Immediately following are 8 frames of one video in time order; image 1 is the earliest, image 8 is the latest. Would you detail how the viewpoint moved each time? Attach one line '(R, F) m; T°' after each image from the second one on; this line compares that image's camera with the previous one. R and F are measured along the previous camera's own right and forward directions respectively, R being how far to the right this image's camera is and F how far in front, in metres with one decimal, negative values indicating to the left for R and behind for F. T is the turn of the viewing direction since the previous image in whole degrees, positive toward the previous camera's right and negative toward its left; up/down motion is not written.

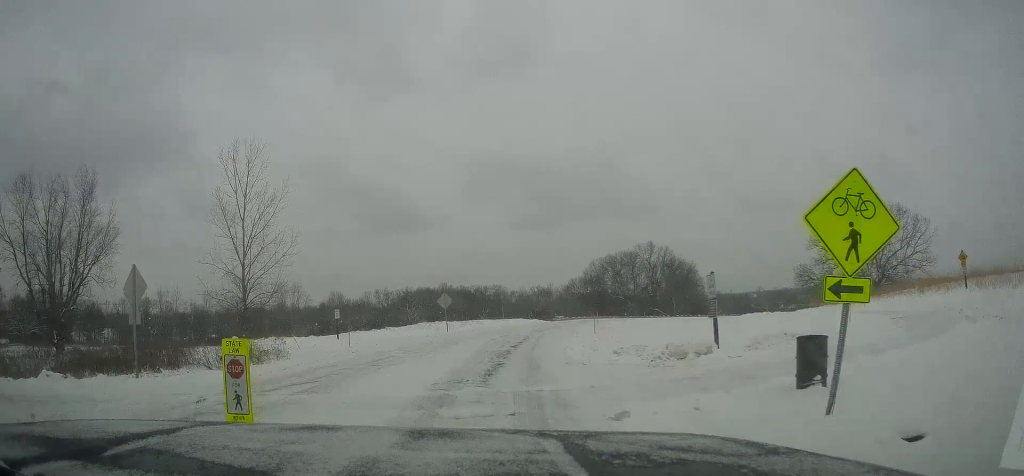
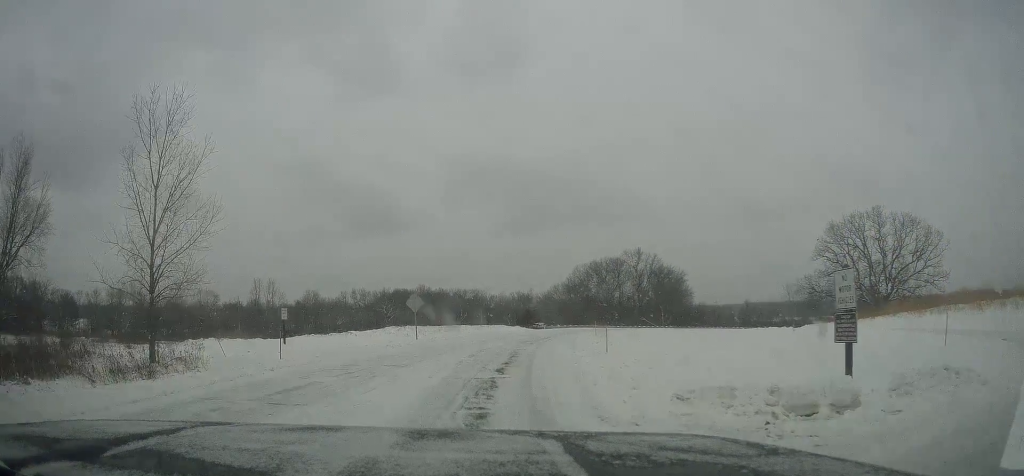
(-0.7, +6.6) m; -5°
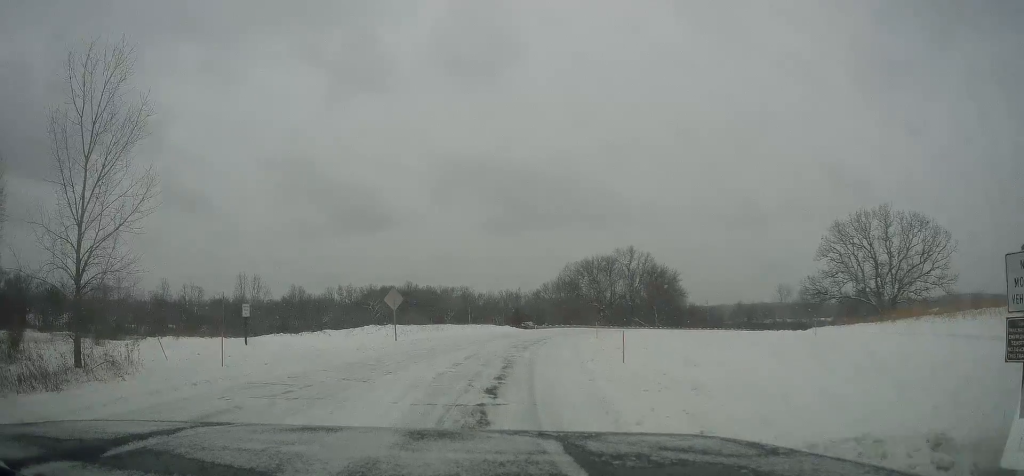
(+0.3, +4.0) m; +5°
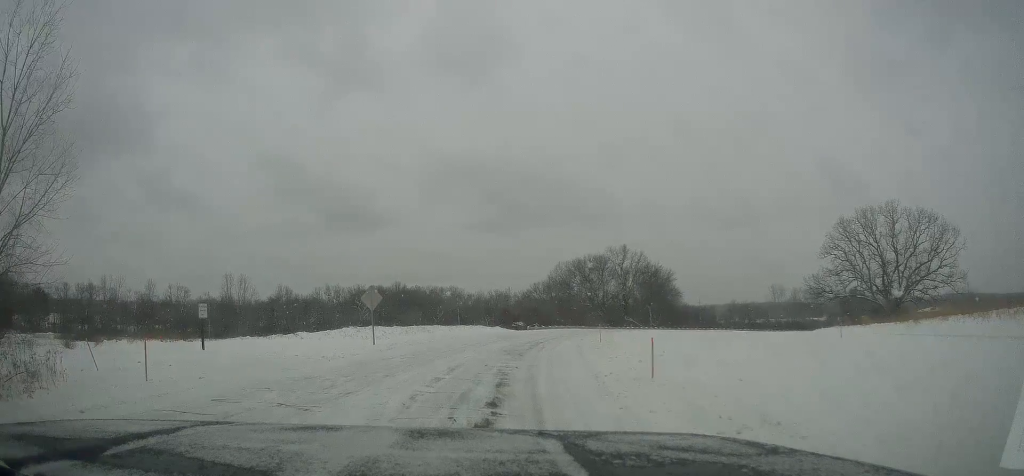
(+0.2, +3.9) m; +5°
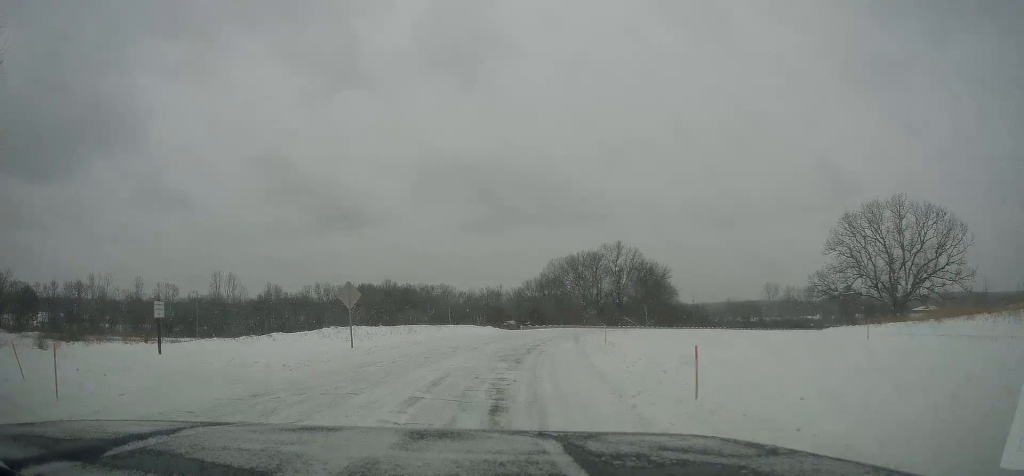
(+0.2, +3.3) m; +2°
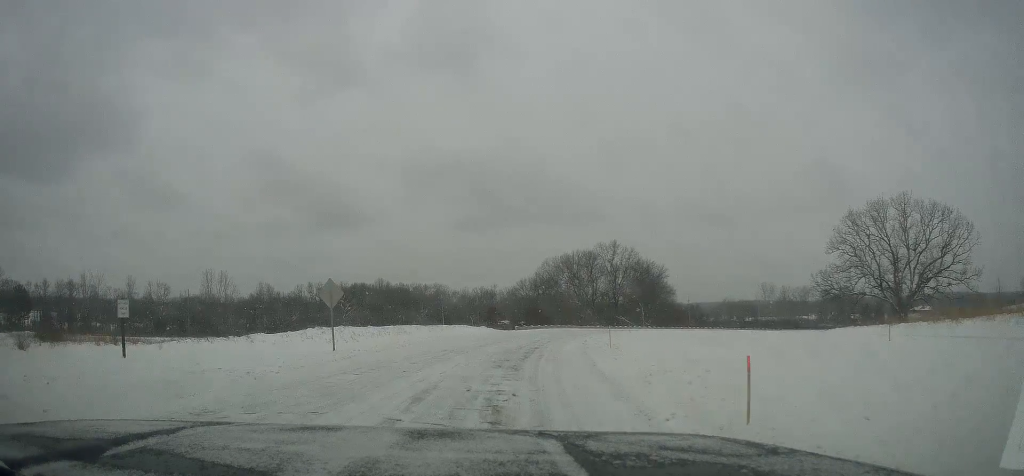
(0.0, +2.3) m; 0°
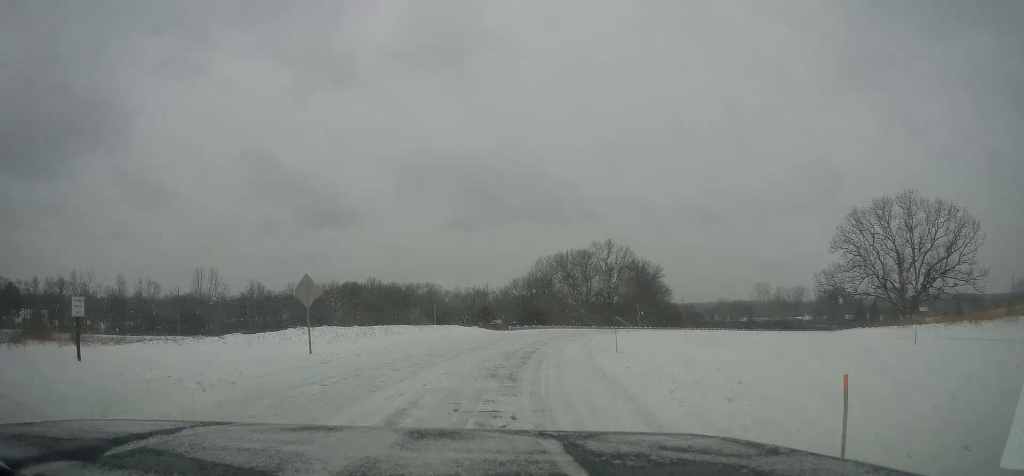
(0.0, +2.4) m; -1°
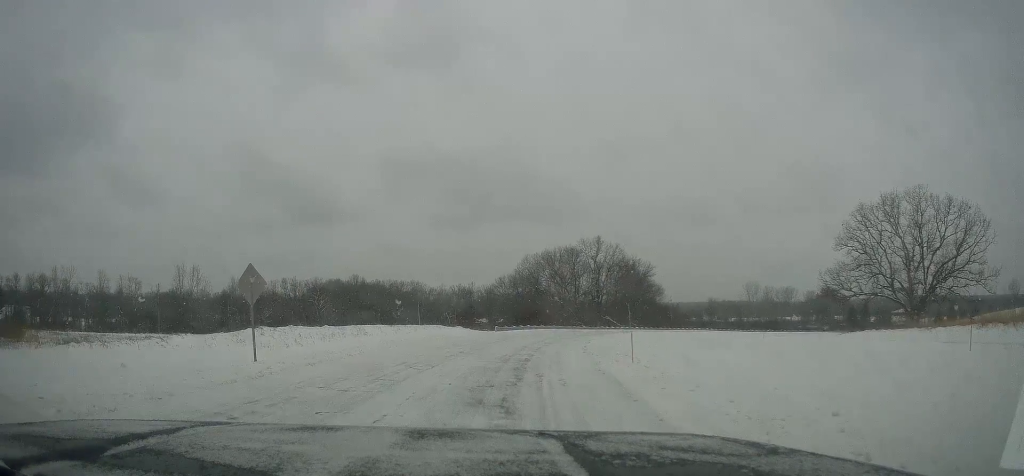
(-0.1, +4.3) m; -1°
